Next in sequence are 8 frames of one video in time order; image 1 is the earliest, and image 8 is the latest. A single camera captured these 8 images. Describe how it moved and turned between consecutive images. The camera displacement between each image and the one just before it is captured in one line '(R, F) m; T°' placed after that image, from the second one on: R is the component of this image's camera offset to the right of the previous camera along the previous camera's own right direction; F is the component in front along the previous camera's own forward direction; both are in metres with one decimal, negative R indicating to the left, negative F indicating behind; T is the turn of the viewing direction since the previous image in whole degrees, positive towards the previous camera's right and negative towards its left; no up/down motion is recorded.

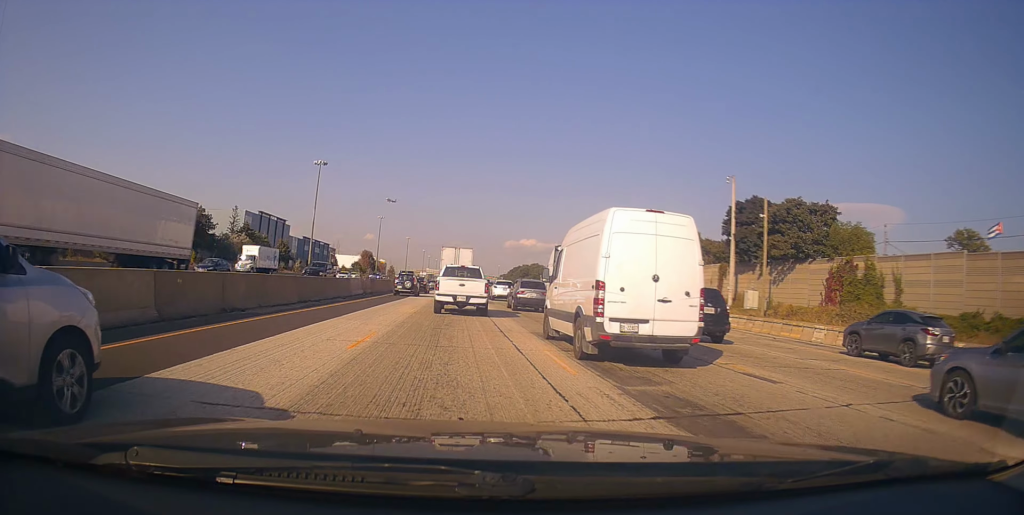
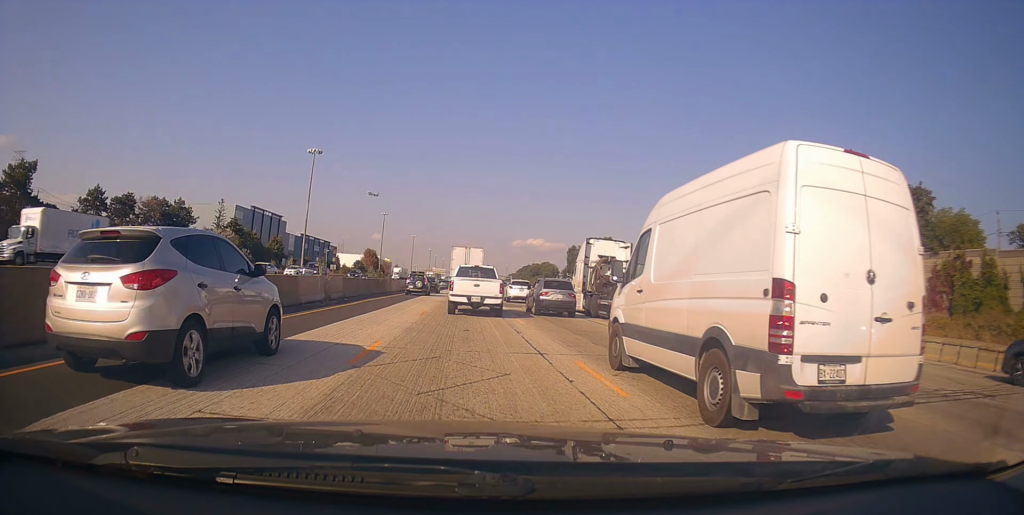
(-0.6, +13.5) m; -1°
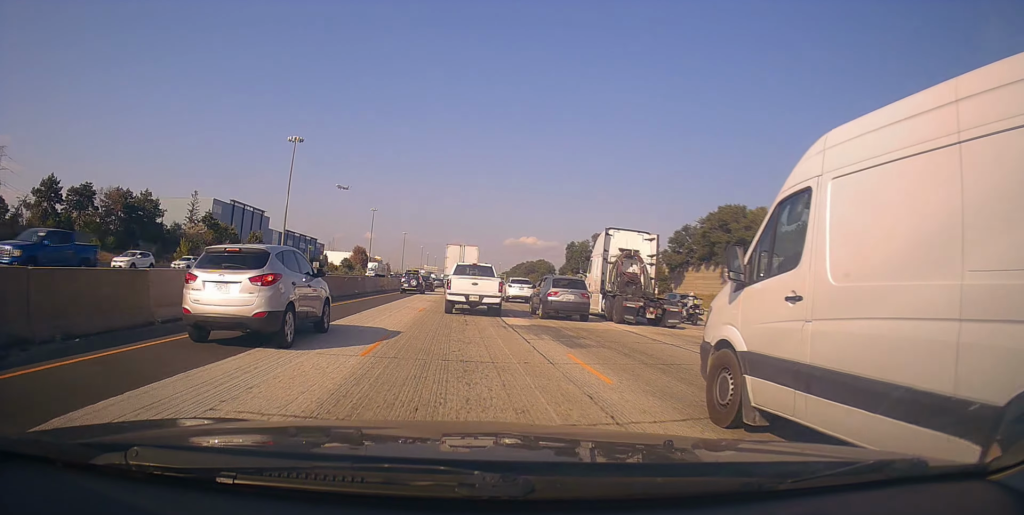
(+0.5, +11.2) m; +1°
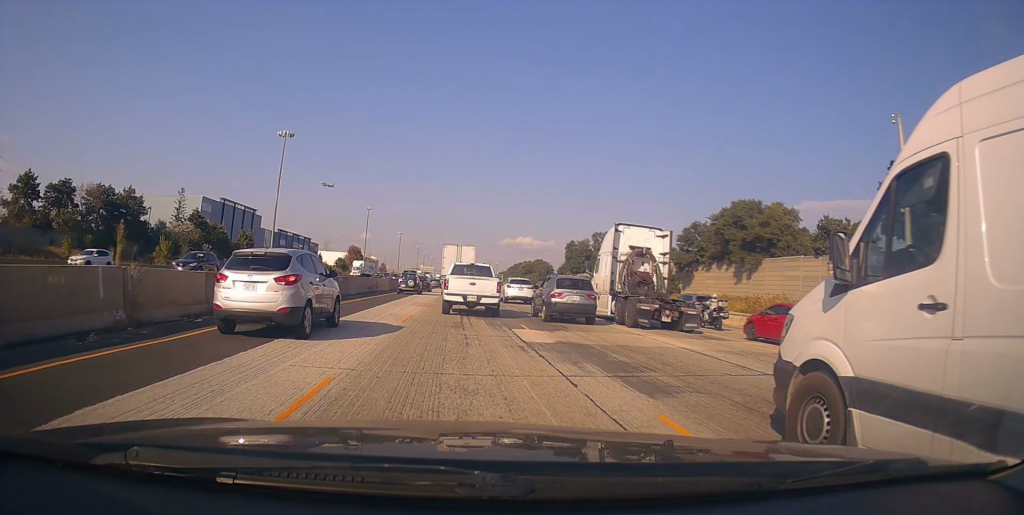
(-0.2, +5.0) m; +1°
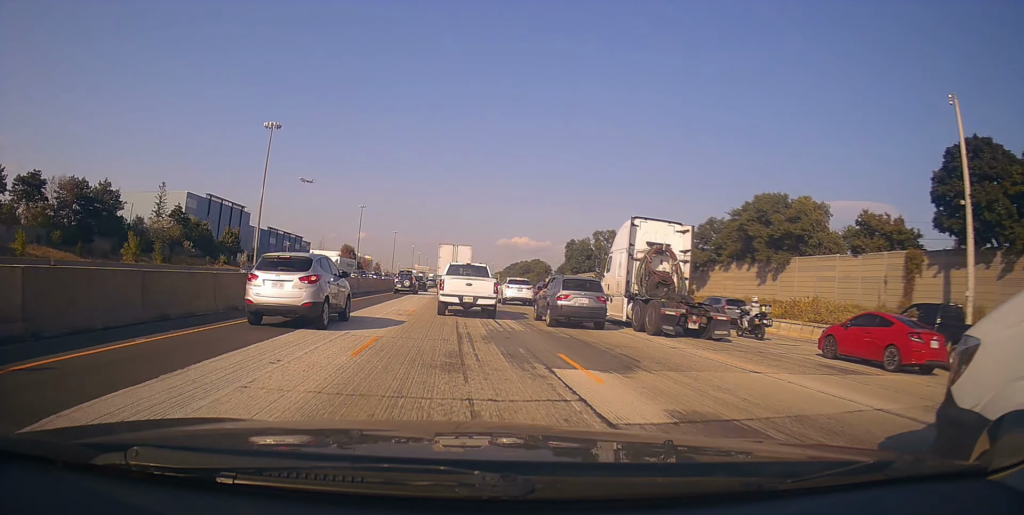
(-0.1, +7.2) m; +1°
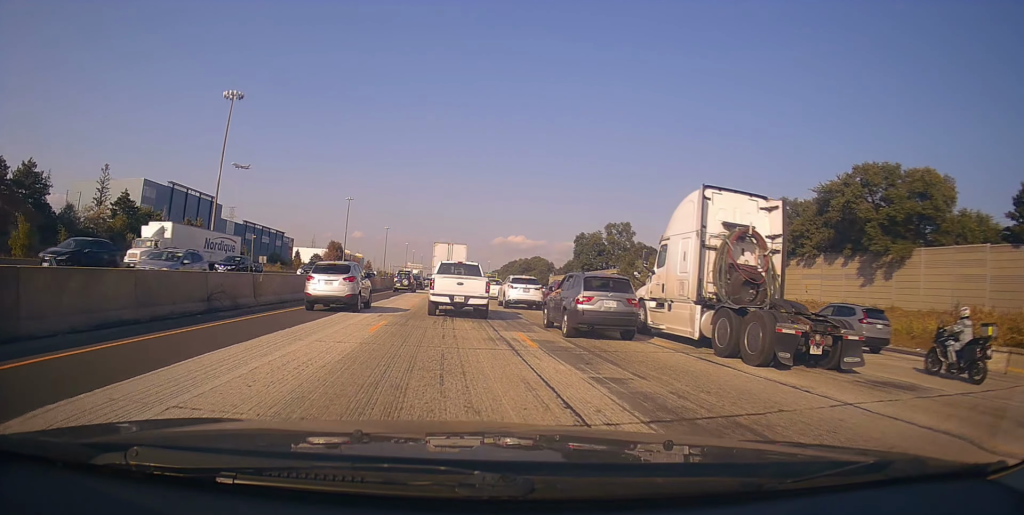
(+0.3, +20.2) m; 0°
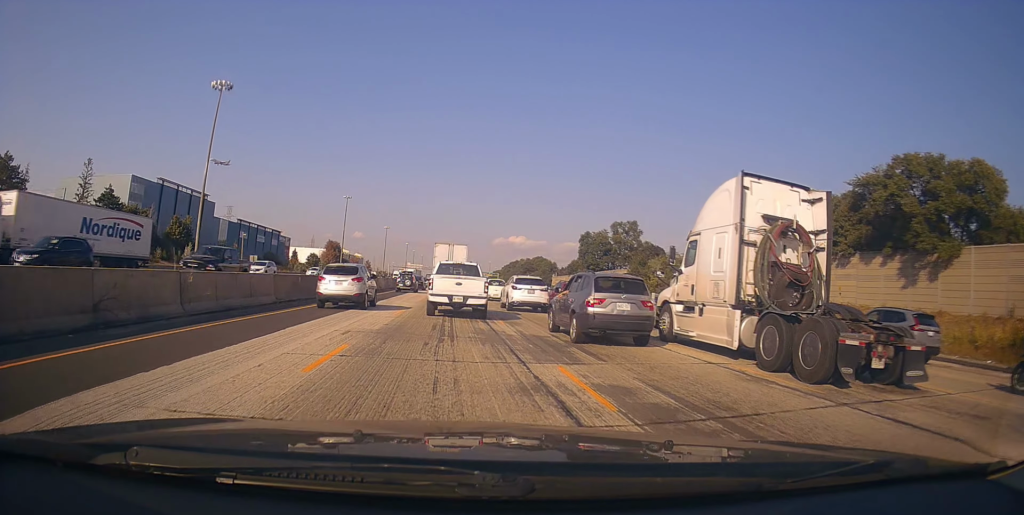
(+0.2, +5.7) m; 0°
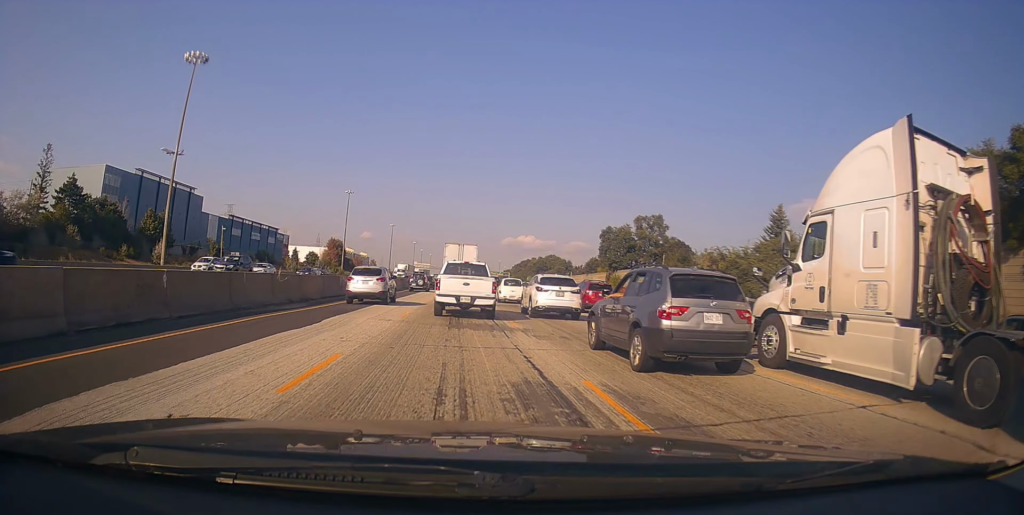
(-0.4, +13.3) m; -2°
